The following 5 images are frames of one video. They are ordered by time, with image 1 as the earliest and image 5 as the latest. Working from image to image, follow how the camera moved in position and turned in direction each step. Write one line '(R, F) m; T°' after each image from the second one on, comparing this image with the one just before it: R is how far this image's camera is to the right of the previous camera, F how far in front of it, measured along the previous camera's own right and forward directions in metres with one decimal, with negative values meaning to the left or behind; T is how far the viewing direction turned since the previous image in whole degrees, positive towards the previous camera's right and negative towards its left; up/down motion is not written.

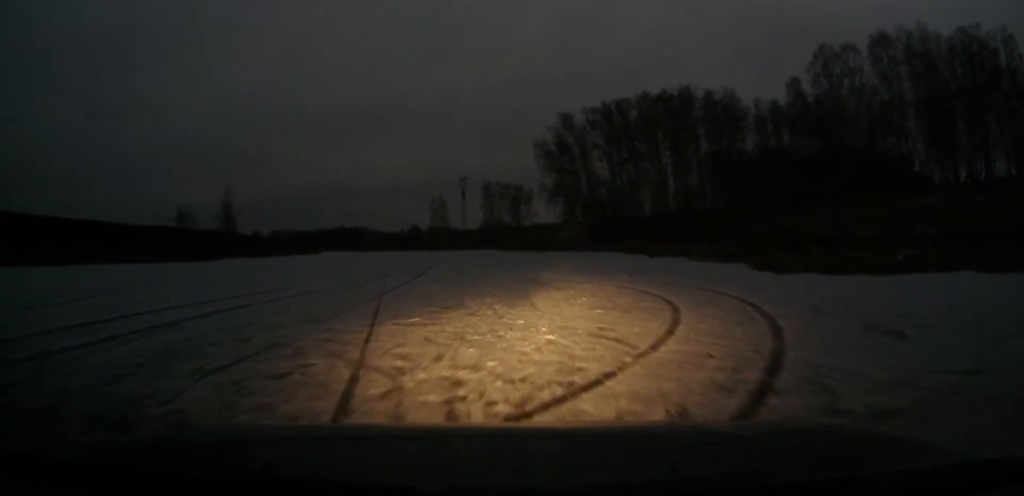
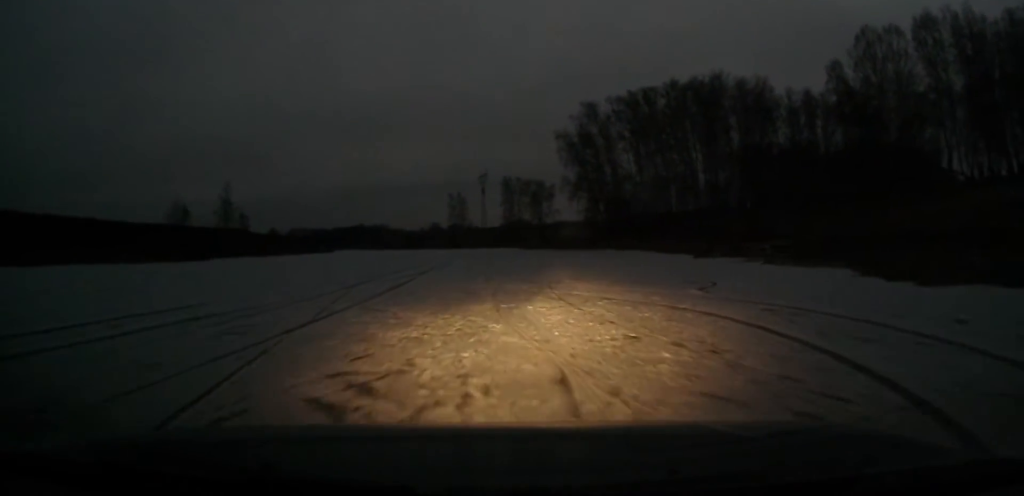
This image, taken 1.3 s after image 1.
(0.0, +8.3) m; -2°
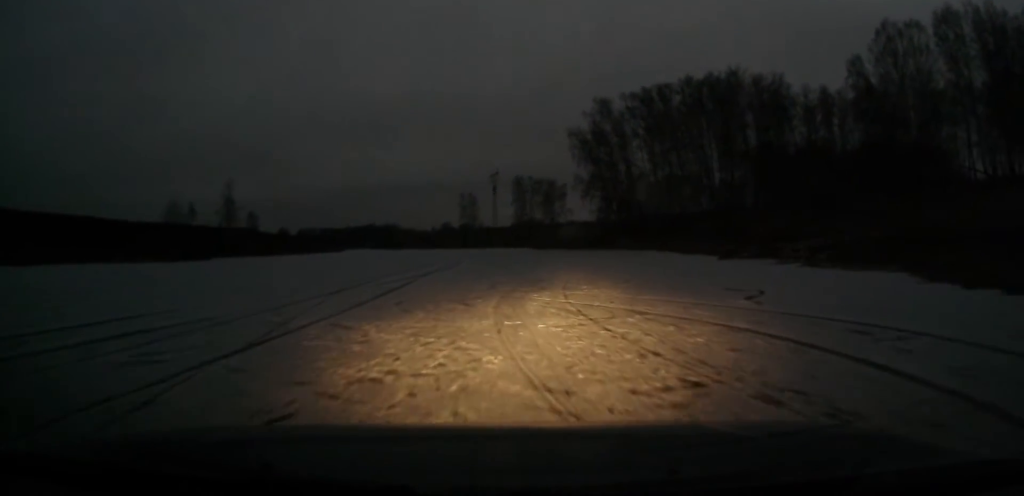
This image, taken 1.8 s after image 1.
(-0.1, +2.9) m; -1°
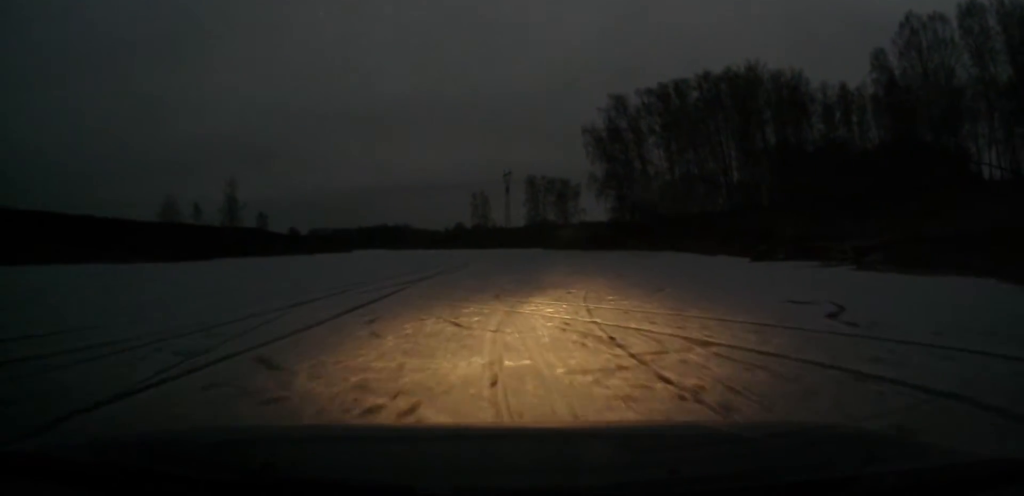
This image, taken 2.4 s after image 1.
(-0.1, +3.4) m; -2°
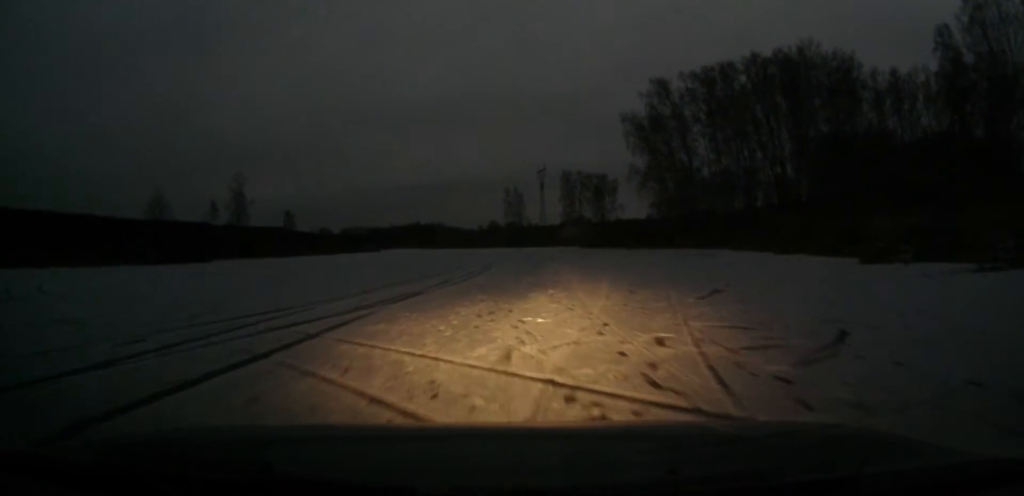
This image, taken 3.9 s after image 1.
(-0.1, +8.5) m; -2°
